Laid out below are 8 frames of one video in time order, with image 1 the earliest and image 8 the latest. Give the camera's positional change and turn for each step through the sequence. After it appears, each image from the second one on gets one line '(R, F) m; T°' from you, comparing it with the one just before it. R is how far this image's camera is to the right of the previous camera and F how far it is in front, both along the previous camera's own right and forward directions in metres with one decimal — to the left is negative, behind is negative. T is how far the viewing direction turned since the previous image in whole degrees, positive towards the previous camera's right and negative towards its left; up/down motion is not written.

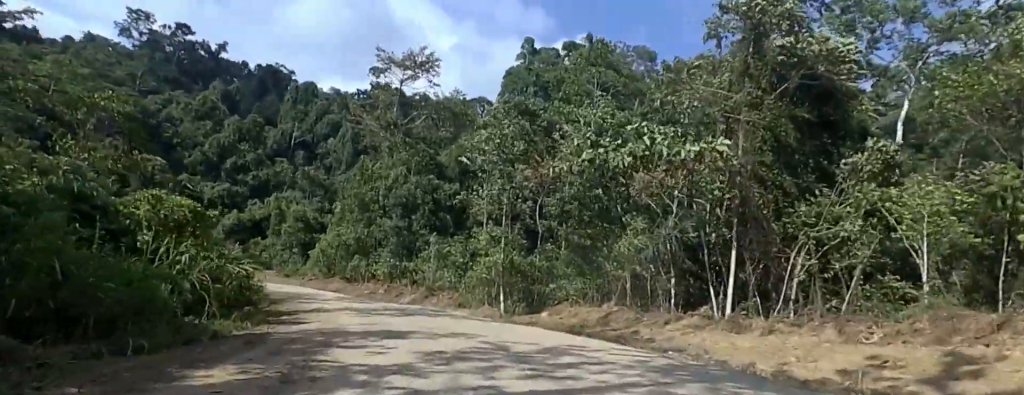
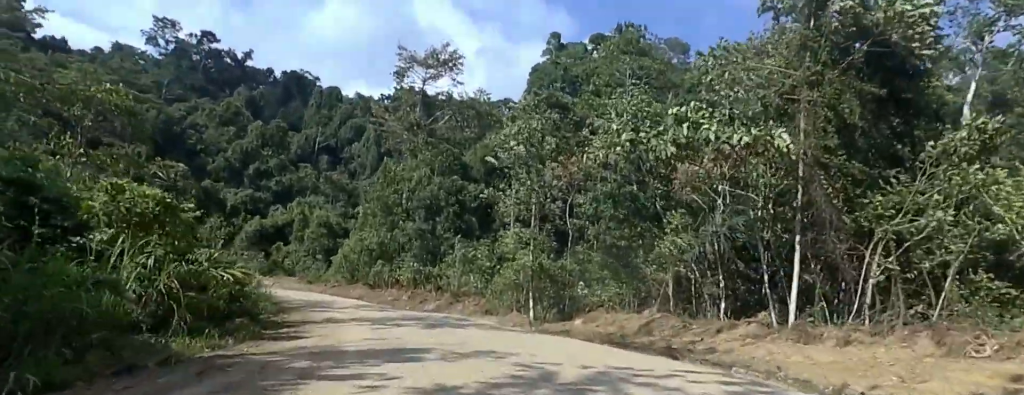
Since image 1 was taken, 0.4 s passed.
(0.0, +3.2) m; 0°
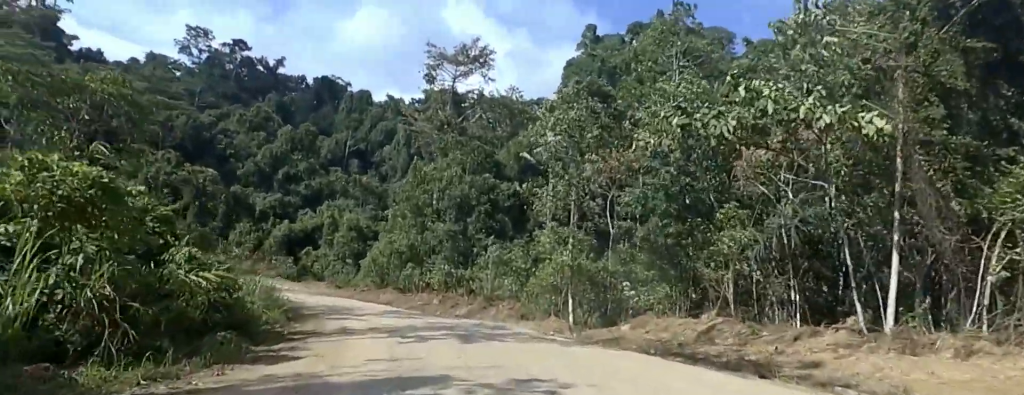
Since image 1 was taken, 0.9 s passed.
(0.0, +3.7) m; 0°
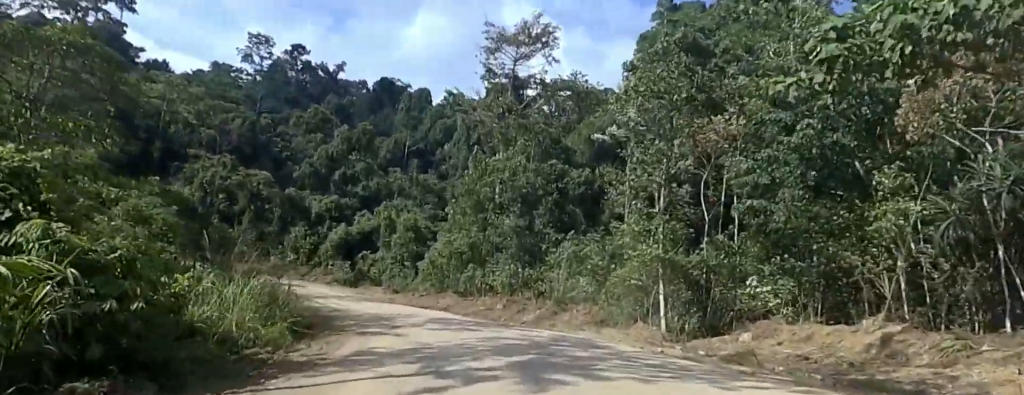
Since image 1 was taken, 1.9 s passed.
(-0.1, +7.8) m; -12°
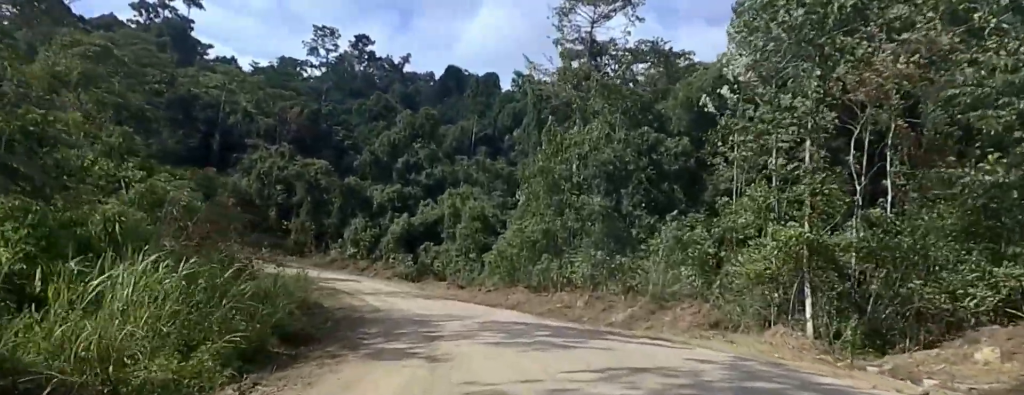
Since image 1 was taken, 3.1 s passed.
(-1.8, +9.4) m; -12°
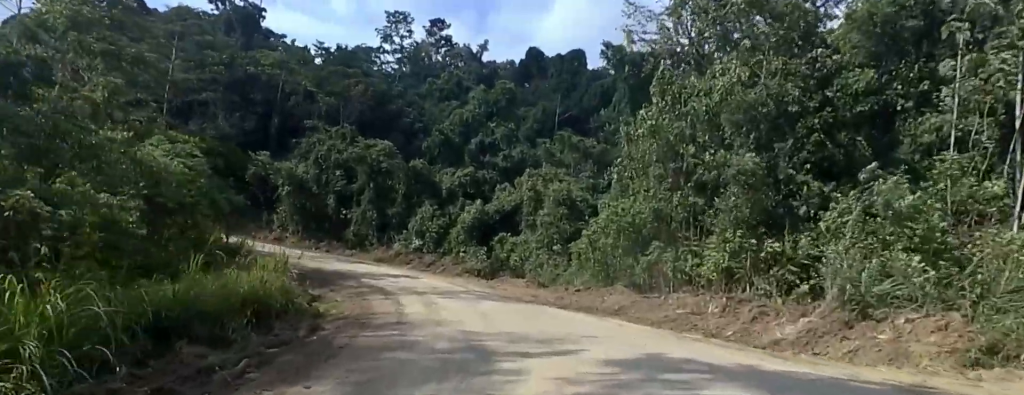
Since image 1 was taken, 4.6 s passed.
(0.0, +14.1) m; 0°
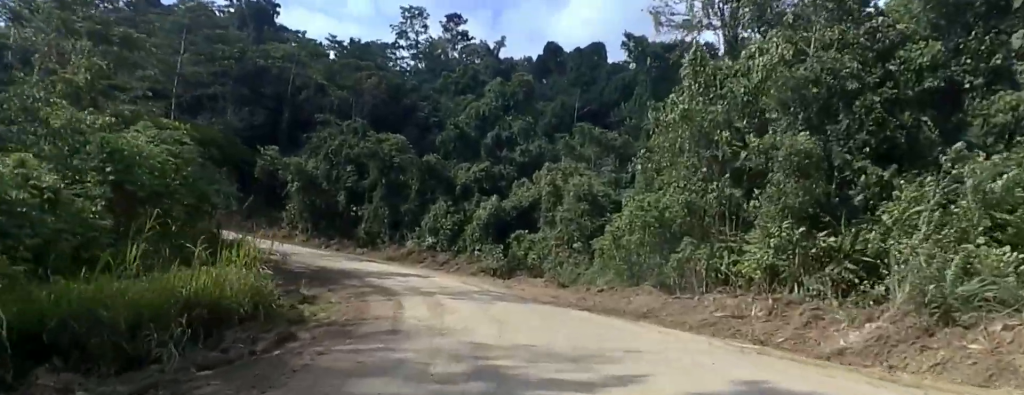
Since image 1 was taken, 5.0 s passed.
(0.0, +3.7) m; 0°
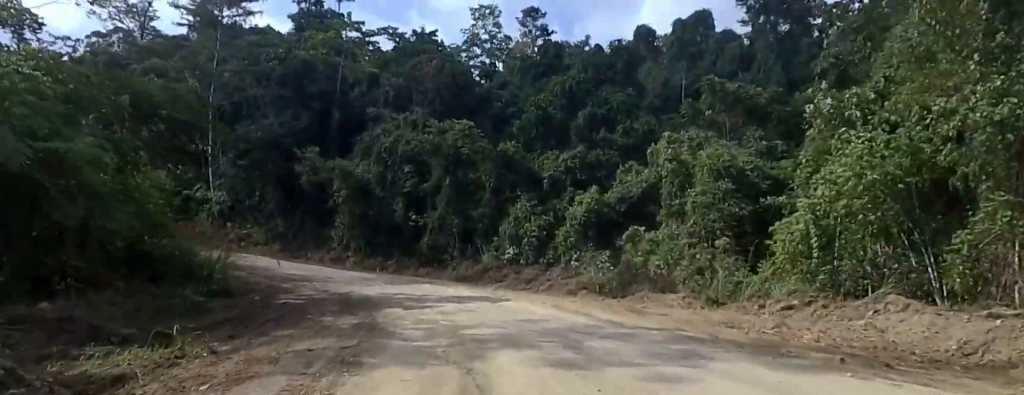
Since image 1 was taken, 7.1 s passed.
(-0.5, +19.3) m; -11°
